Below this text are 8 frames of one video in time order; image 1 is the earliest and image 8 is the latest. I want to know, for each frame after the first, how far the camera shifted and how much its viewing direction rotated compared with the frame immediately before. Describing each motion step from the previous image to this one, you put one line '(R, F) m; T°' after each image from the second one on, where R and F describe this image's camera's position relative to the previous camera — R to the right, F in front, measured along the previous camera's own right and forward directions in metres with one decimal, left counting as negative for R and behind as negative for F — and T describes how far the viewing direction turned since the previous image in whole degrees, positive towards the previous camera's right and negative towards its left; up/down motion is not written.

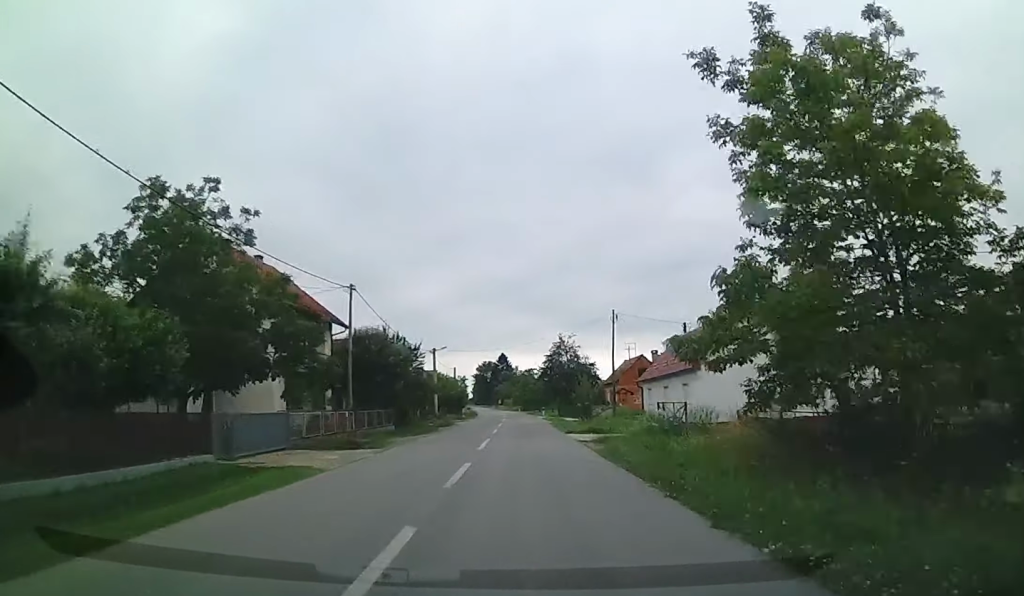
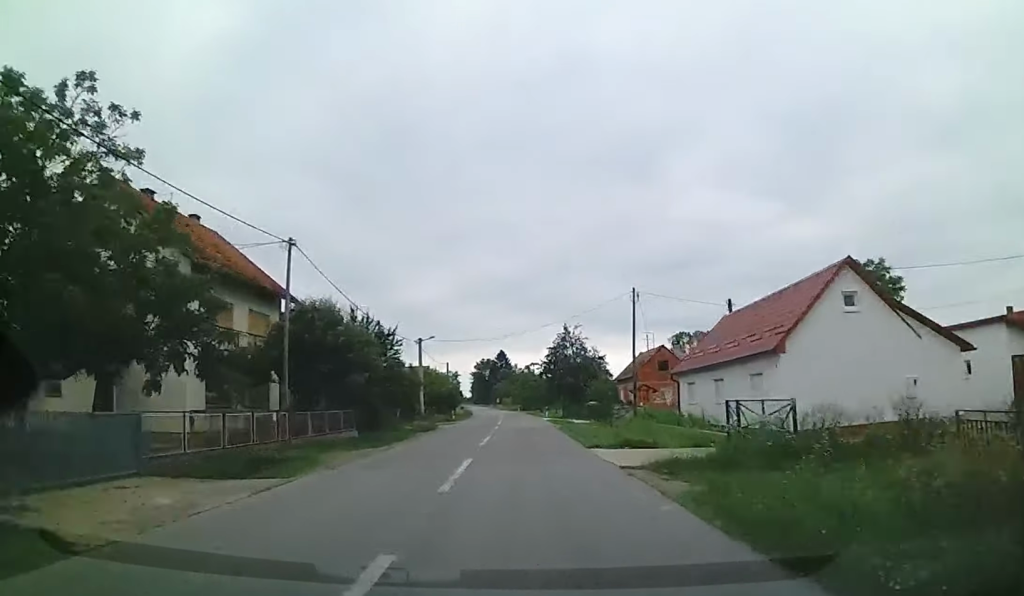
(+0.1, +9.3) m; 0°
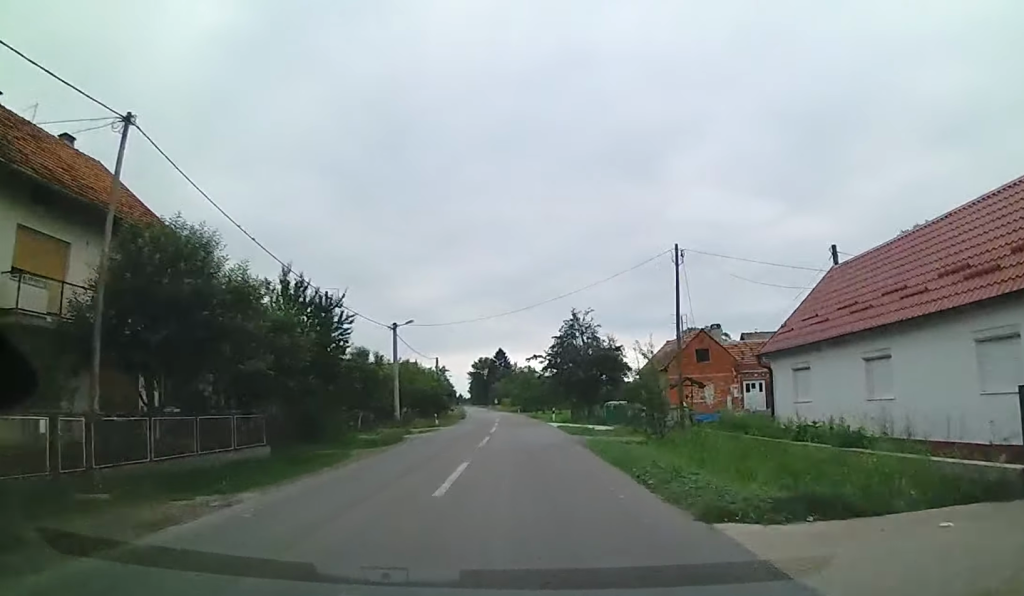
(+0.2, +11.7) m; 0°
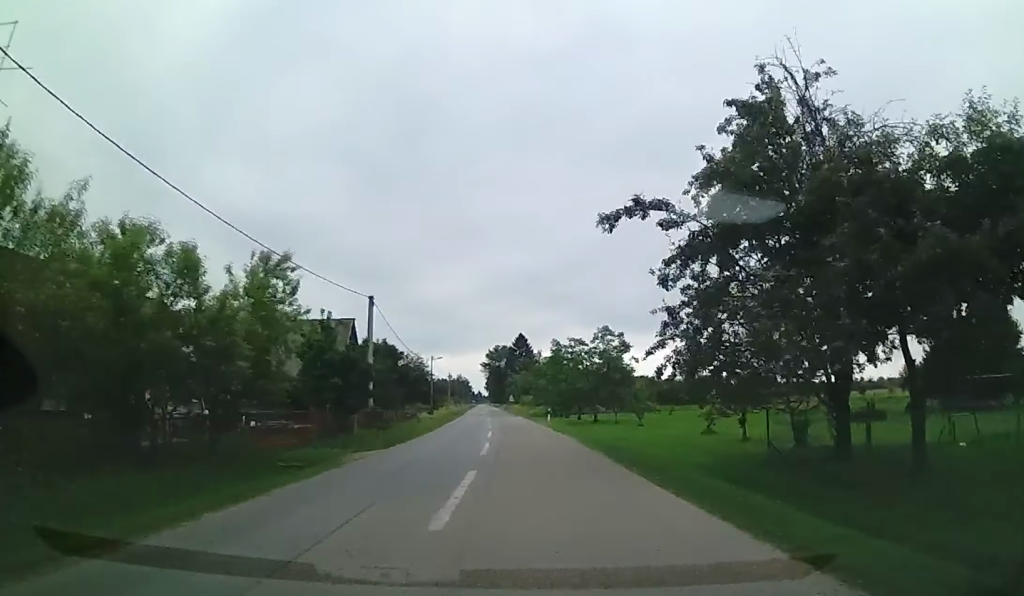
(-0.7, +44.3) m; -2°
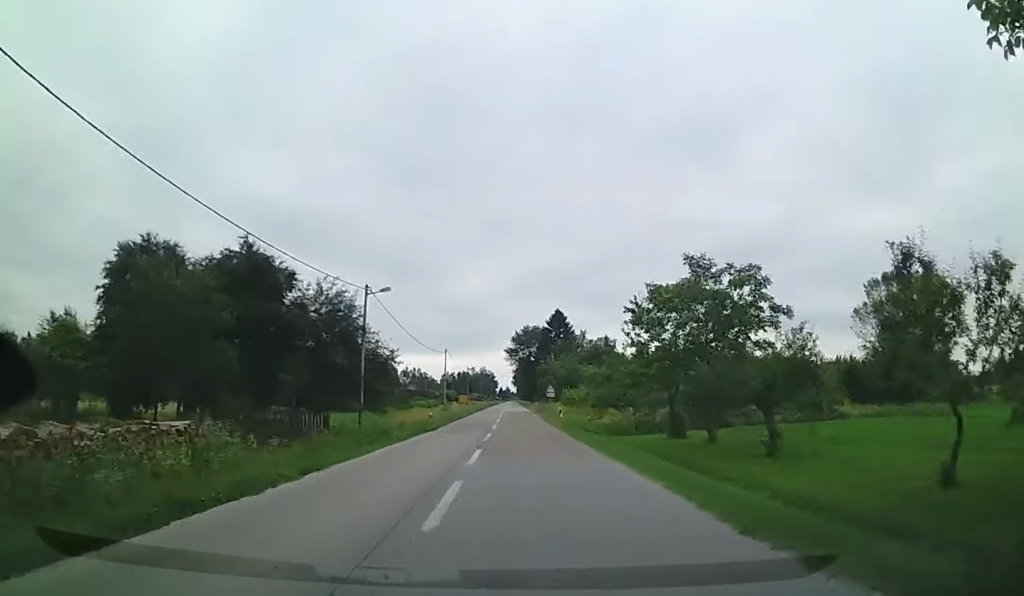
(-1.3, +46.7) m; -2°
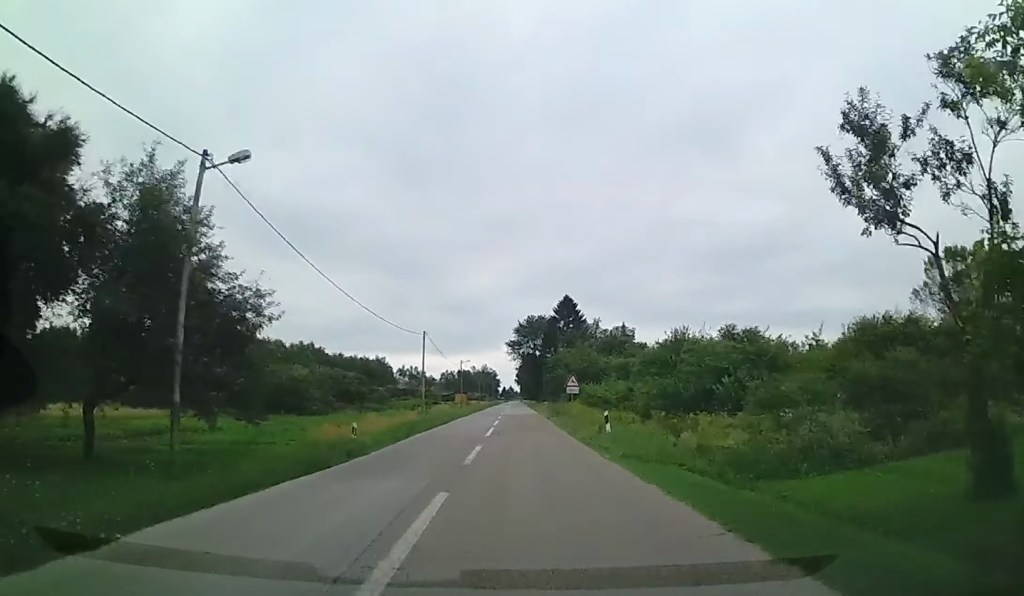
(+0.1, +18.7) m; 0°
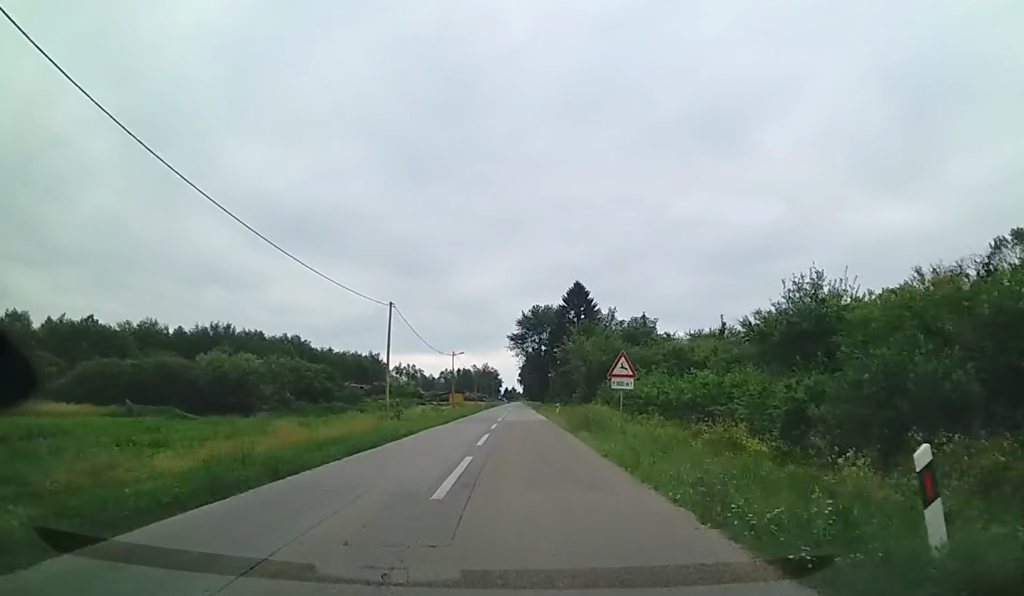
(+0.1, +15.6) m; 0°
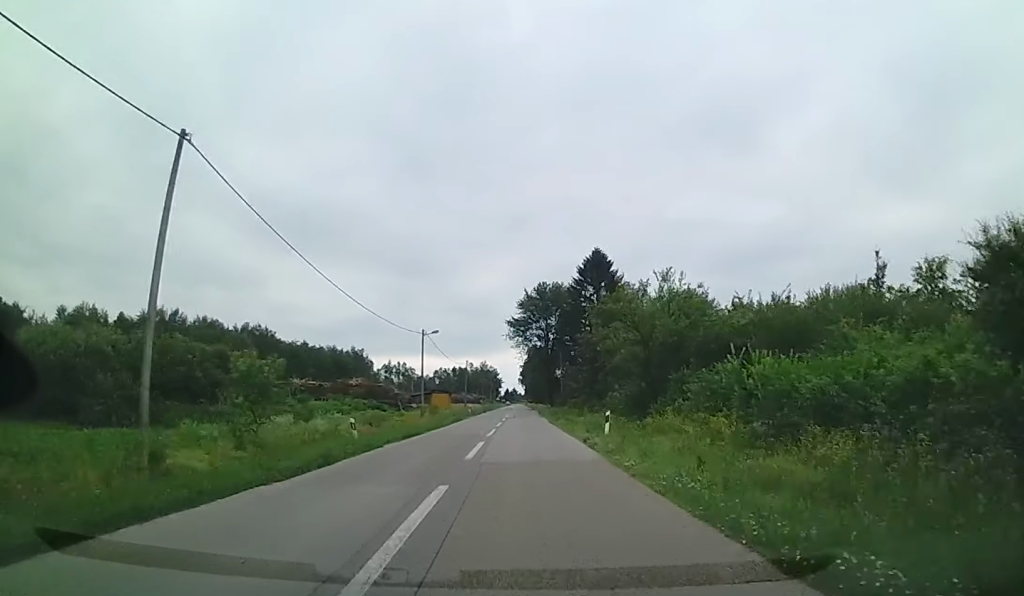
(-0.2, +25.6) m; 0°
